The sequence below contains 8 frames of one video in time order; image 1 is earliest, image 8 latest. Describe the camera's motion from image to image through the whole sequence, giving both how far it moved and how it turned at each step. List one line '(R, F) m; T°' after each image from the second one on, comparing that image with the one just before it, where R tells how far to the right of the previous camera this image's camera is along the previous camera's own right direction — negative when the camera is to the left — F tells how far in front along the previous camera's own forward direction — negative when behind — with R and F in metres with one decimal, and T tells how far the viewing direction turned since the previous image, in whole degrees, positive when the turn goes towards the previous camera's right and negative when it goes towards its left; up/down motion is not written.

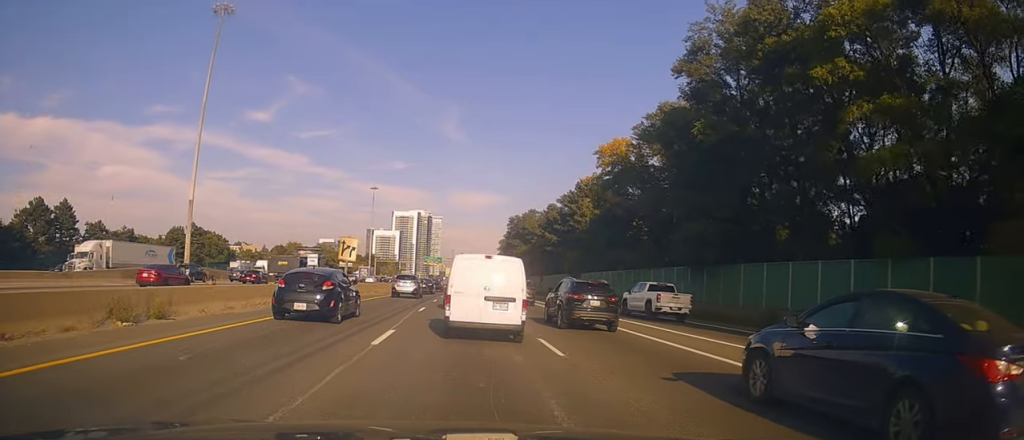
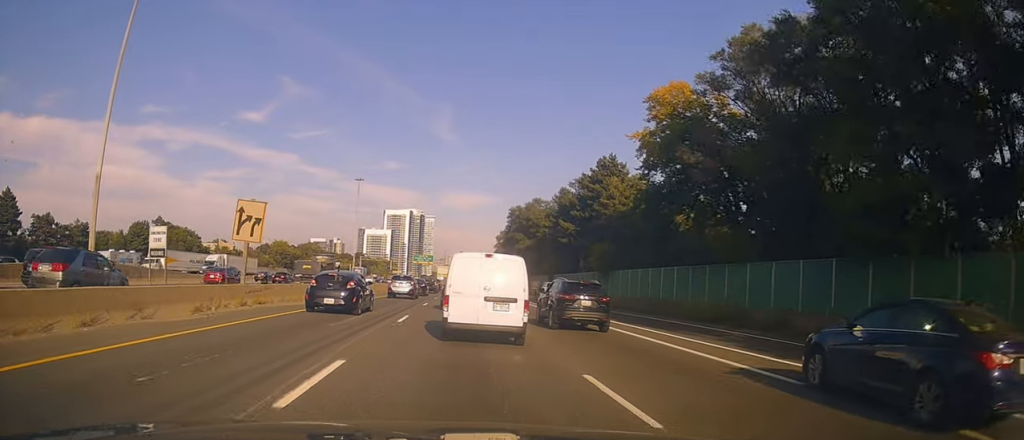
(+0.2, +18.3) m; +3°
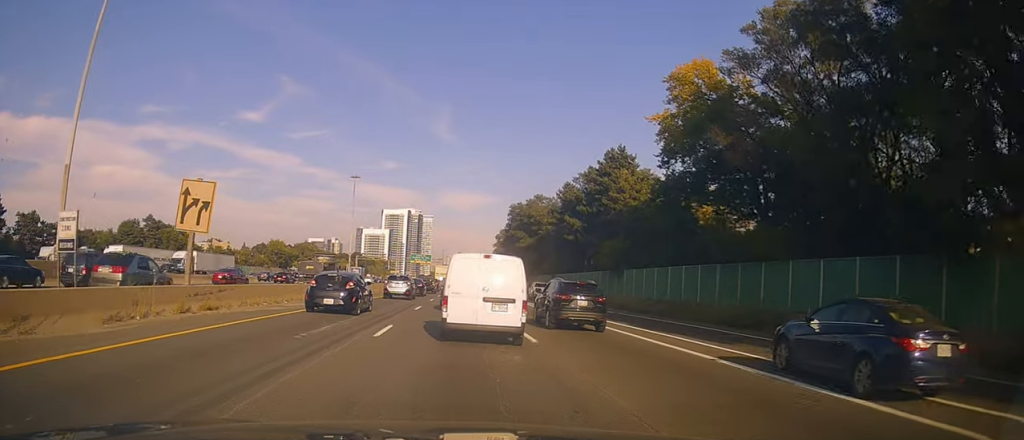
(+0.2, +4.4) m; 0°
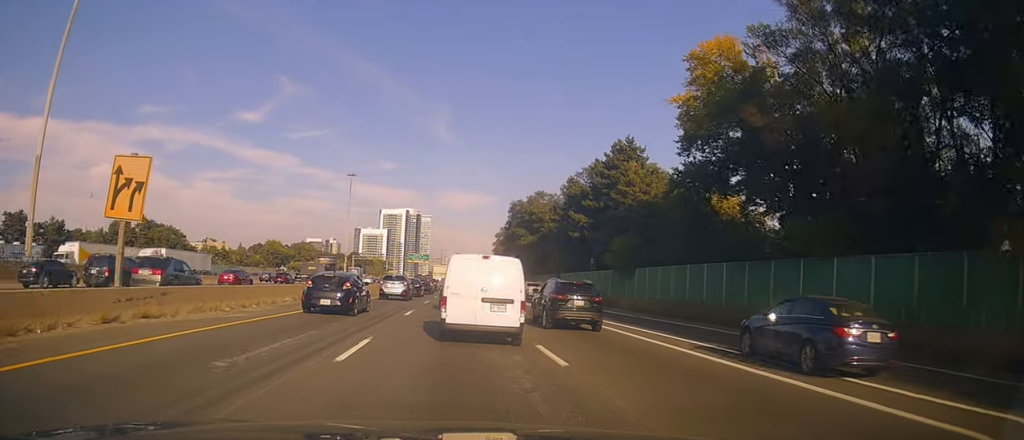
(+0.1, +3.7) m; -1°
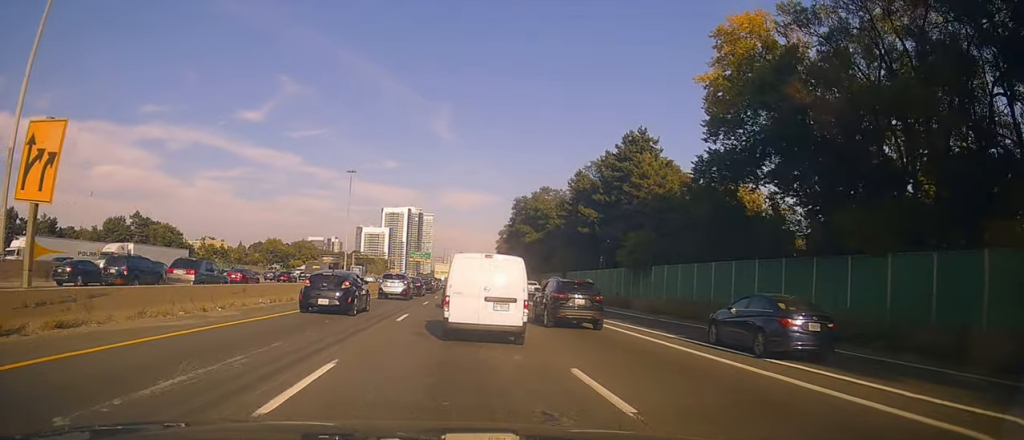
(-0.1, +3.5) m; -2°
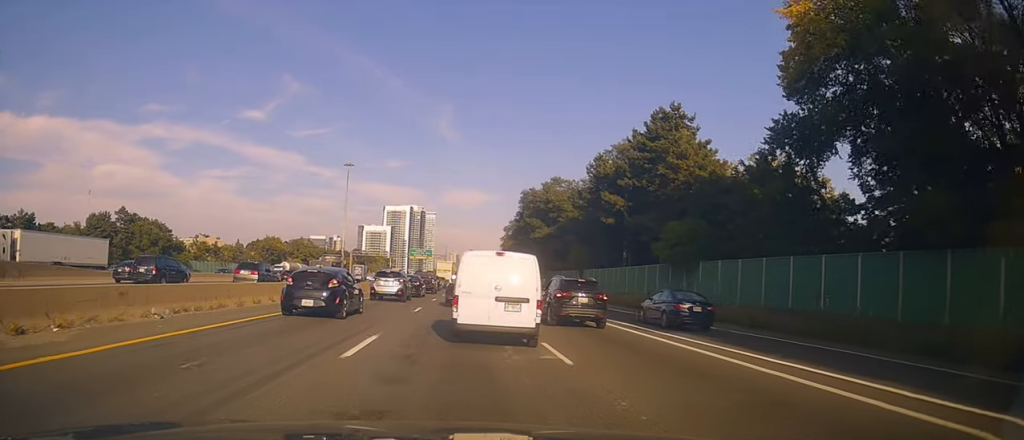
(-0.2, +8.3) m; +2°
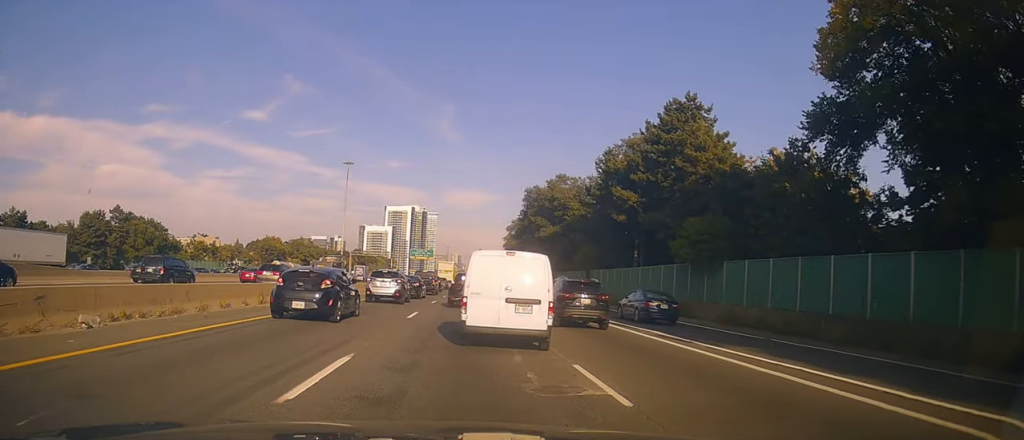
(+0.1, +3.2) m; 0°
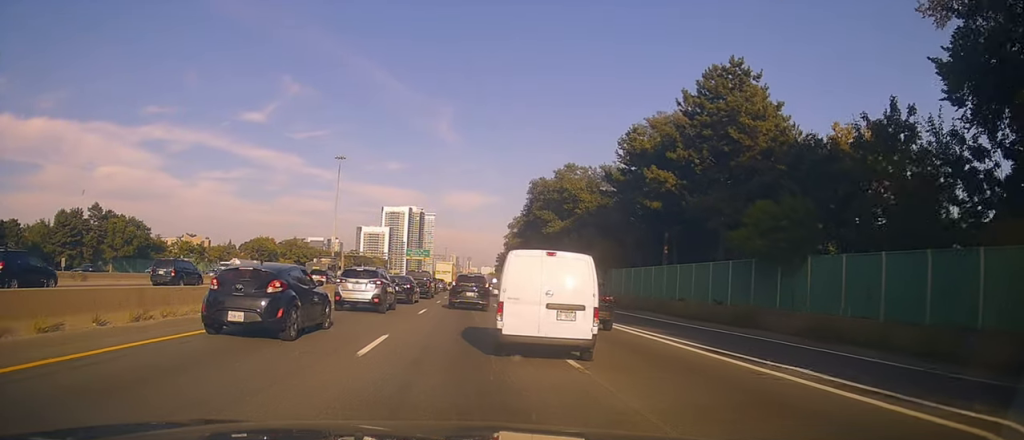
(0.0, +9.1) m; -3°
